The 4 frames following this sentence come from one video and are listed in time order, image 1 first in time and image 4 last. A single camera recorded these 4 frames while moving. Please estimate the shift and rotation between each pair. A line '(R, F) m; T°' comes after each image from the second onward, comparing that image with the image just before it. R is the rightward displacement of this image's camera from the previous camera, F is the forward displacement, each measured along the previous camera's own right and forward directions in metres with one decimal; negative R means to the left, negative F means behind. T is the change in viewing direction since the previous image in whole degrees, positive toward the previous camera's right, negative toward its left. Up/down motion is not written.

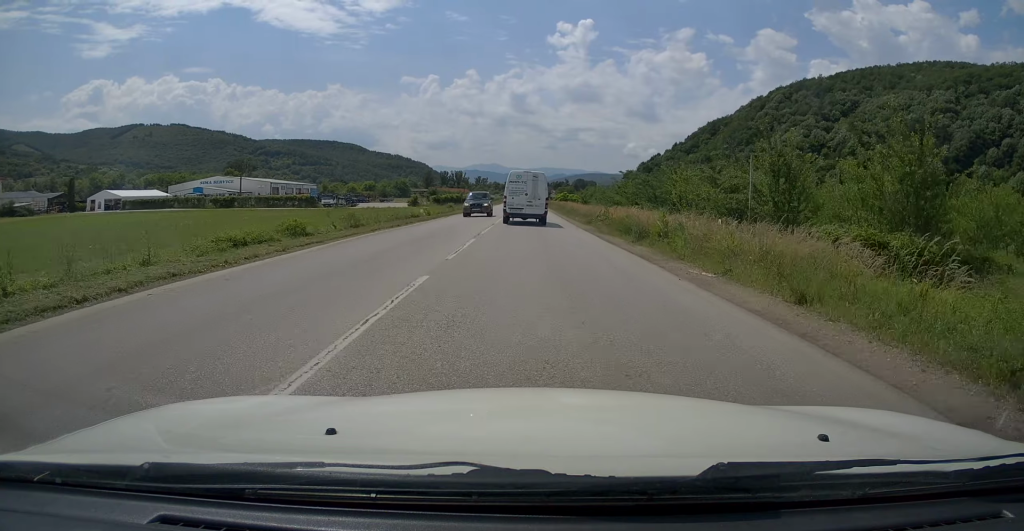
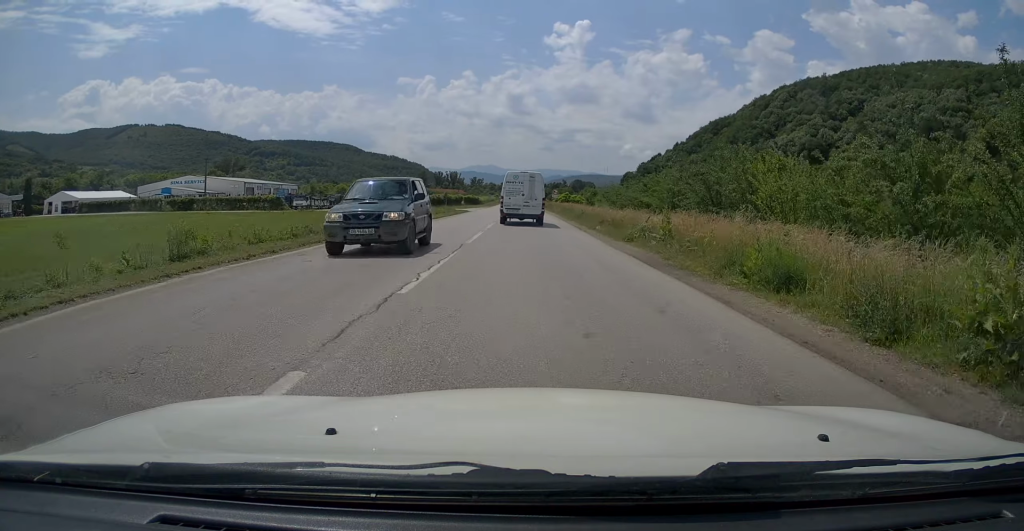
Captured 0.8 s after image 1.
(0.0, +13.8) m; +1°
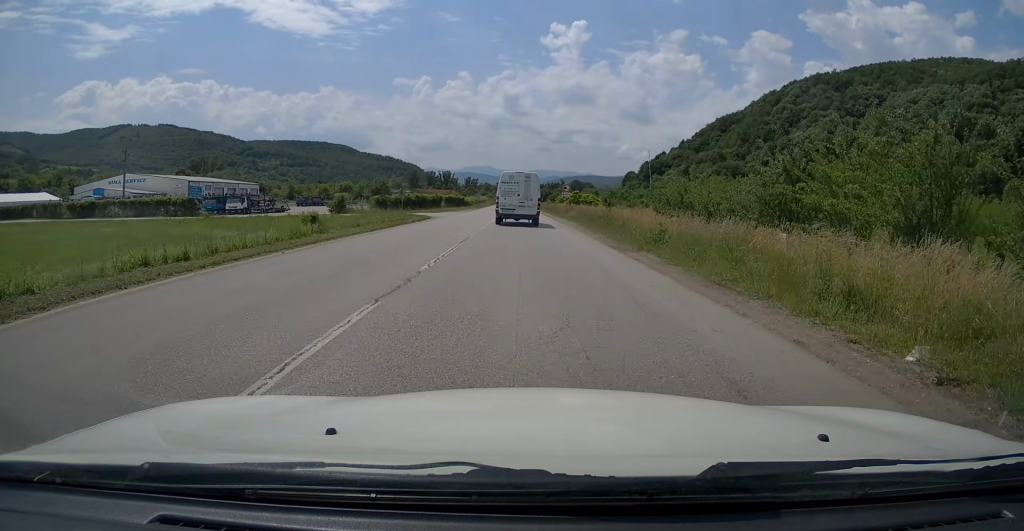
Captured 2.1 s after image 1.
(+0.3, +24.8) m; 0°
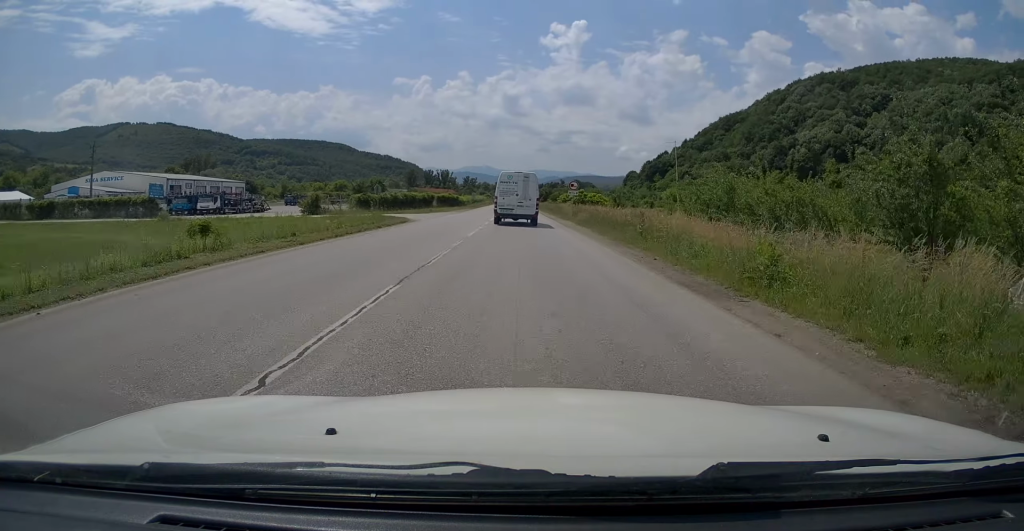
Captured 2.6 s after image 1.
(-0.1, +7.9) m; 0°
